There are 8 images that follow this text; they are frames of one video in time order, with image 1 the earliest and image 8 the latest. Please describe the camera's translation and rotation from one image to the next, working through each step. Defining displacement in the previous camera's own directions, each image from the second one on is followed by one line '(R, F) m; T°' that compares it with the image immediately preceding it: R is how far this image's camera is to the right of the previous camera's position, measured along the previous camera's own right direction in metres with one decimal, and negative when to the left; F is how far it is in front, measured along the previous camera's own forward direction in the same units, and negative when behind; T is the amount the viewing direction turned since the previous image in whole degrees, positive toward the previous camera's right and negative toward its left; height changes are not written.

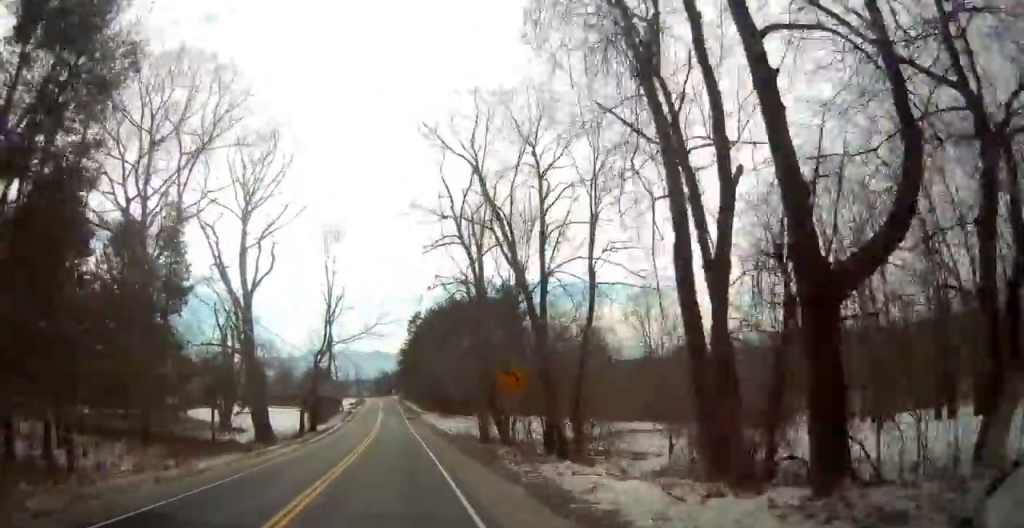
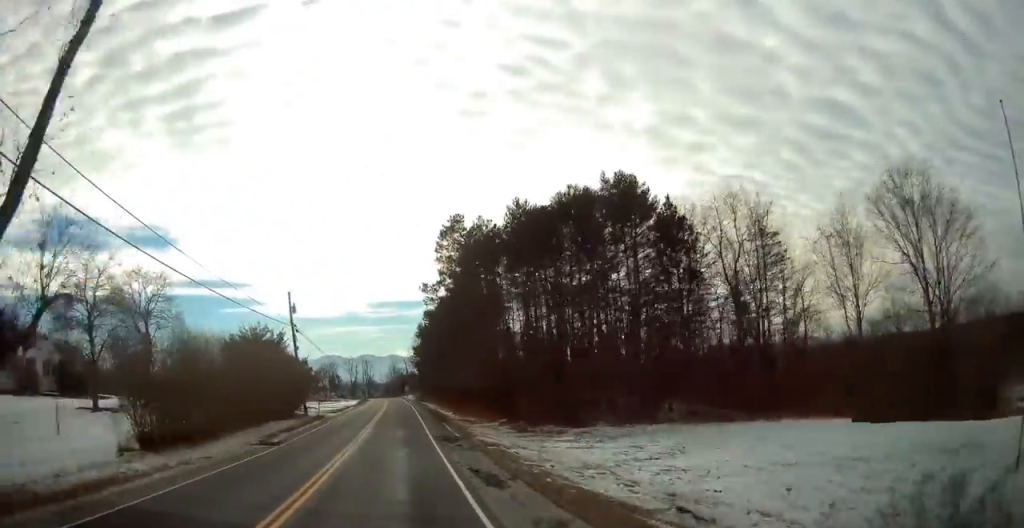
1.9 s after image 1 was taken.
(-1.7, +46.9) m; -2°
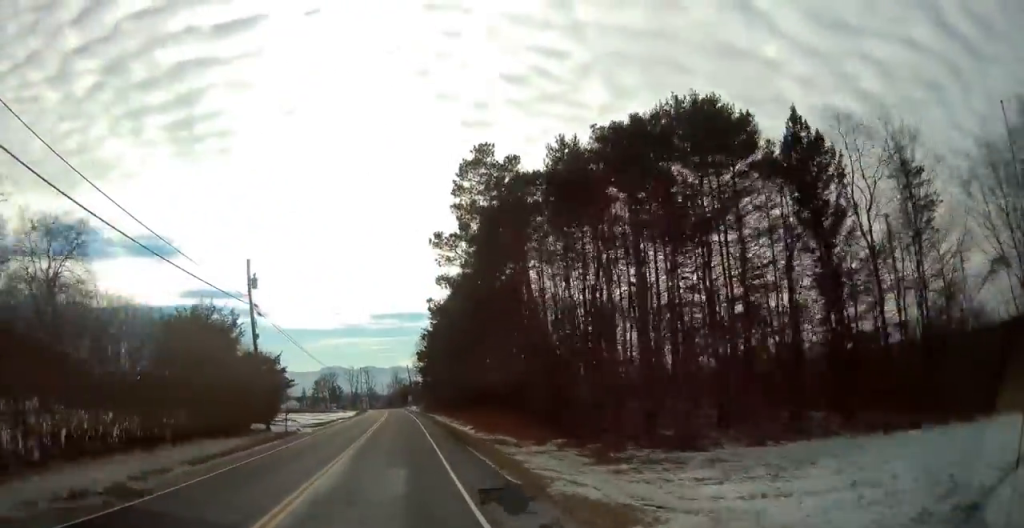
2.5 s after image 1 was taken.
(0.0, +14.9) m; 0°
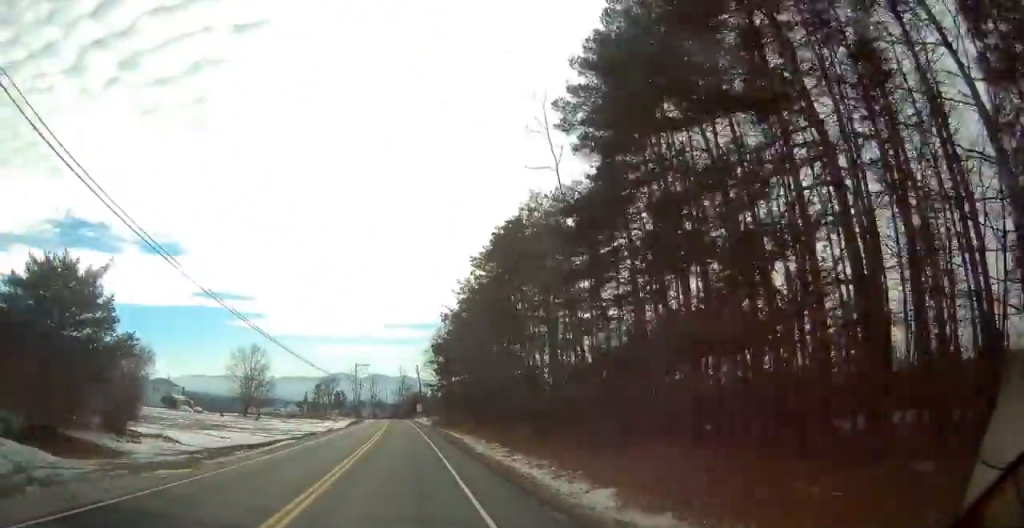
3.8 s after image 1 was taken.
(0.0, +31.3) m; 0°
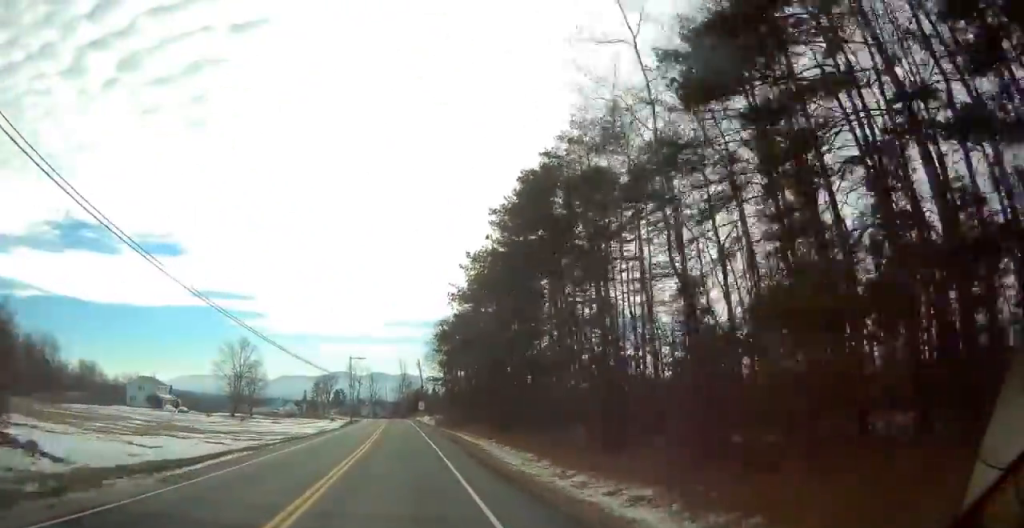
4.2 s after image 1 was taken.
(0.0, +10.5) m; 0°
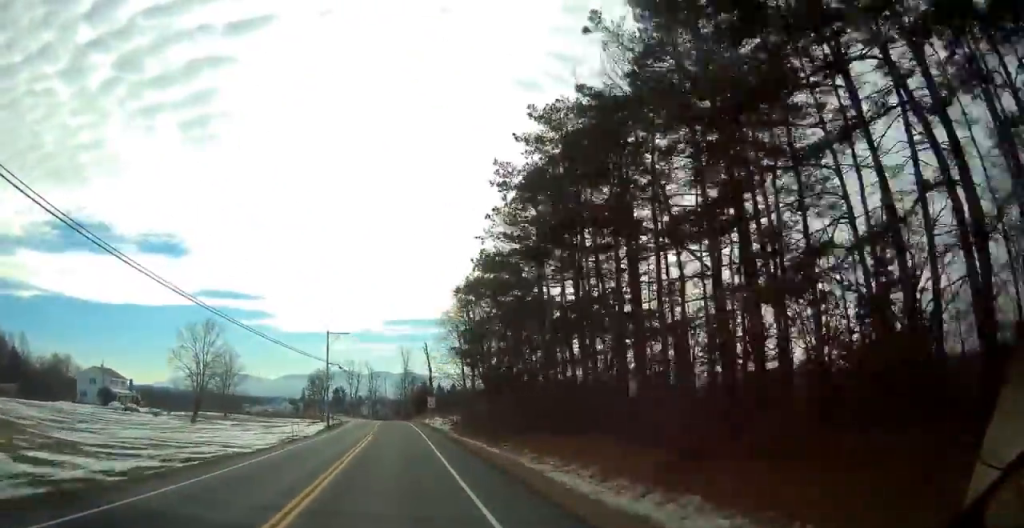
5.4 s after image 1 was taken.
(0.0, +27.6) m; 0°
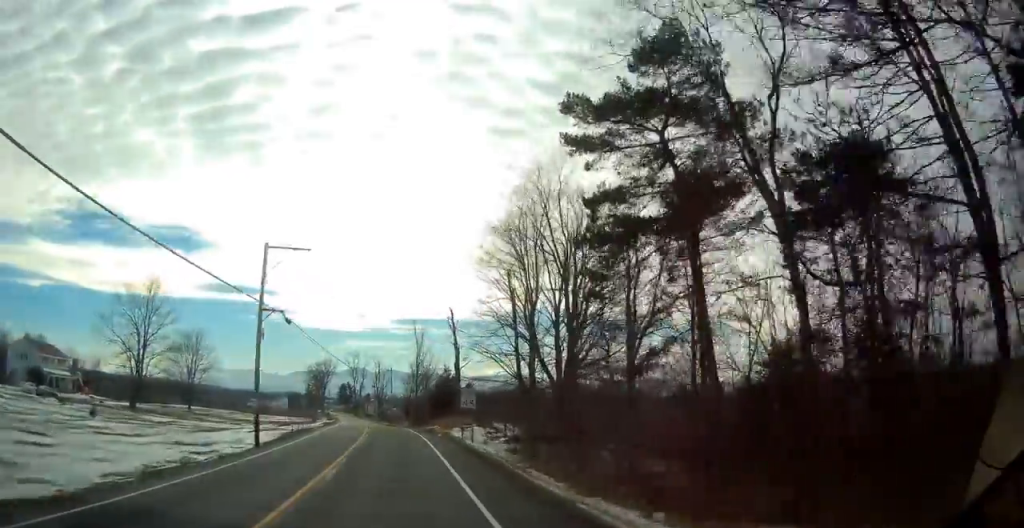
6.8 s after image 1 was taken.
(-0.1, +30.4) m; -1°
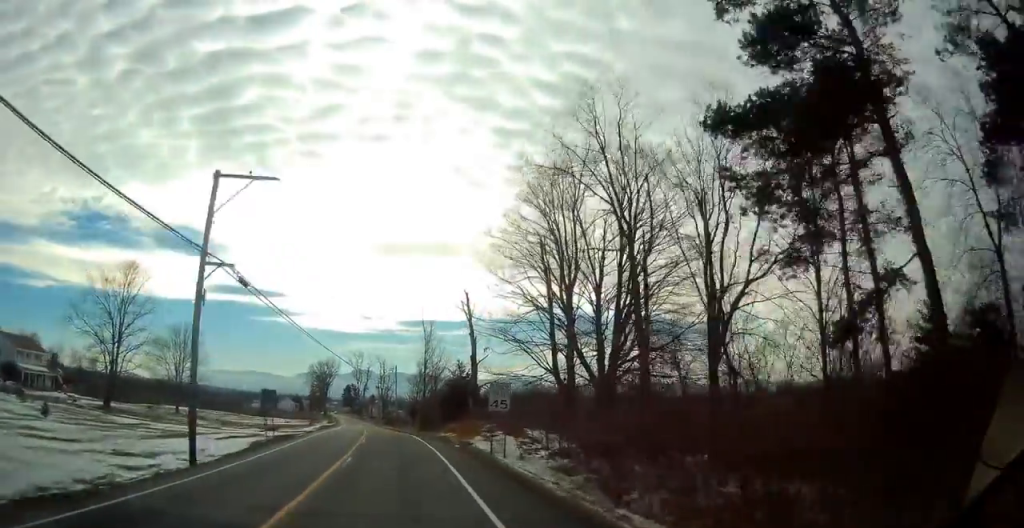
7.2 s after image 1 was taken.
(-0.1, +9.2) m; -1°
